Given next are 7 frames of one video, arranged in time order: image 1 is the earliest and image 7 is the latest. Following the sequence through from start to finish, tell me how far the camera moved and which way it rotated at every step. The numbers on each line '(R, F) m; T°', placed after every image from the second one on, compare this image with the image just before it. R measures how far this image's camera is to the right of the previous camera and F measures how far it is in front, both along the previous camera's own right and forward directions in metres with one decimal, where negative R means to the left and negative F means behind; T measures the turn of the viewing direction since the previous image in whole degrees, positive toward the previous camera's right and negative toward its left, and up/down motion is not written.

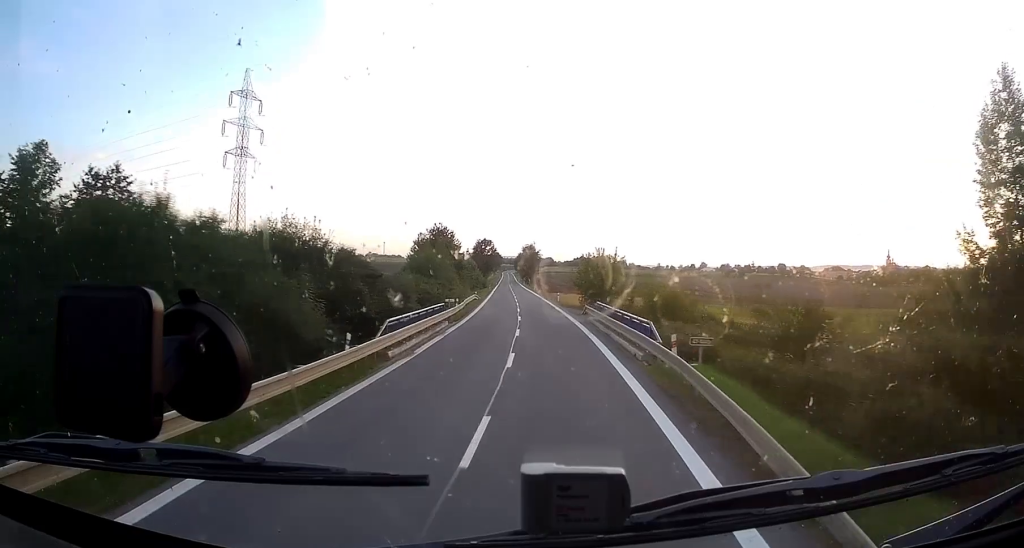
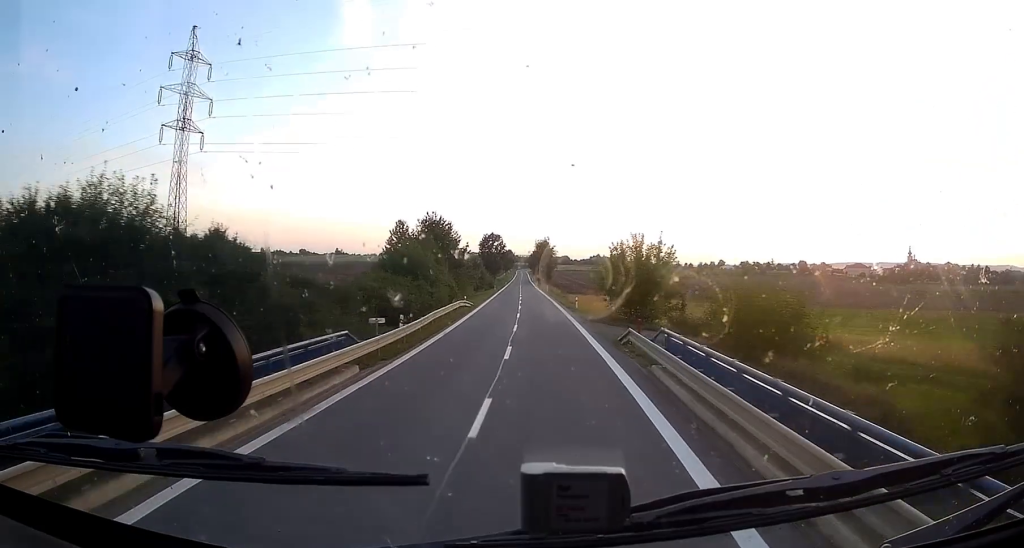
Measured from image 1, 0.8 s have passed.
(-0.1, +17.3) m; -1°
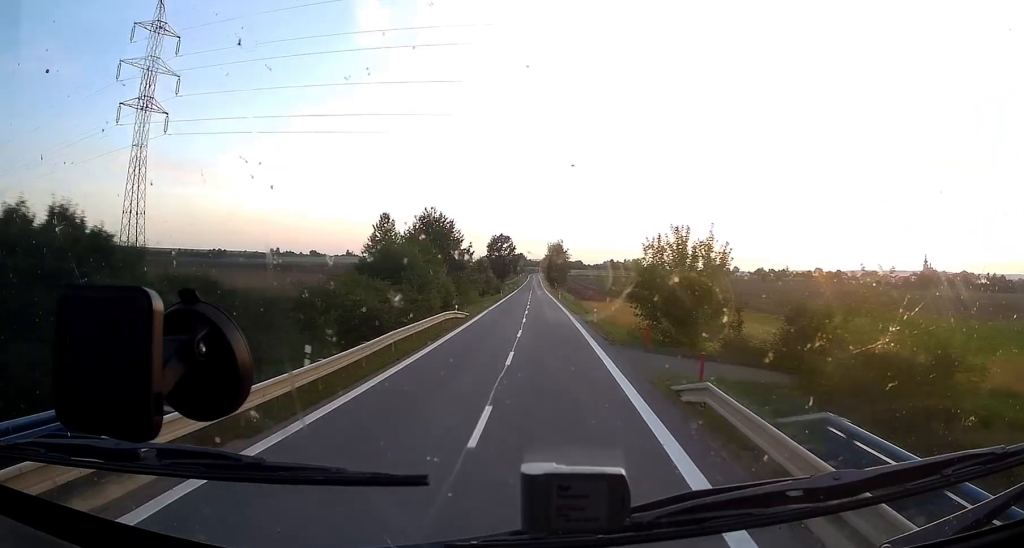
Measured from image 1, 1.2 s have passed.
(0.0, +9.5) m; -1°
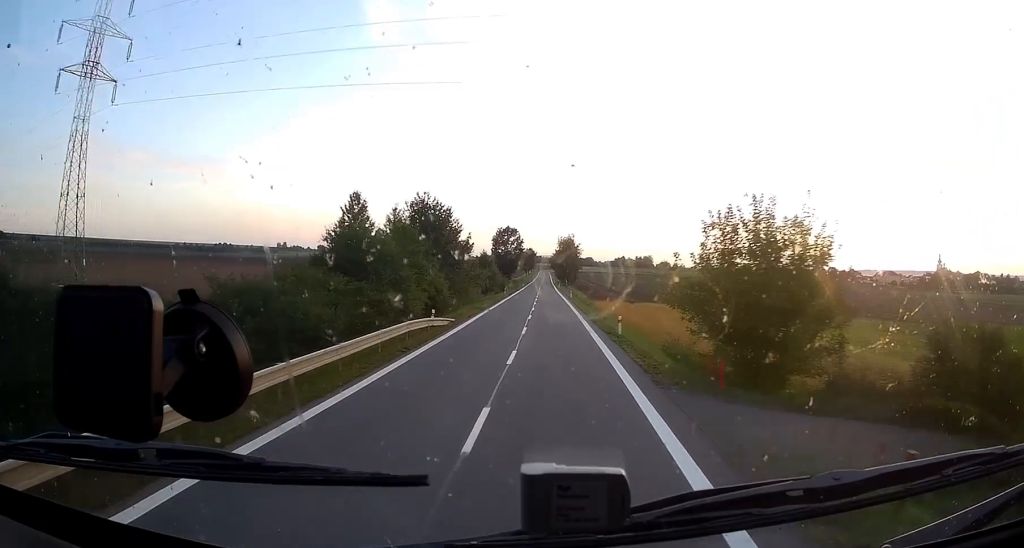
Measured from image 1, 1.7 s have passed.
(-0.2, +10.4) m; -1°
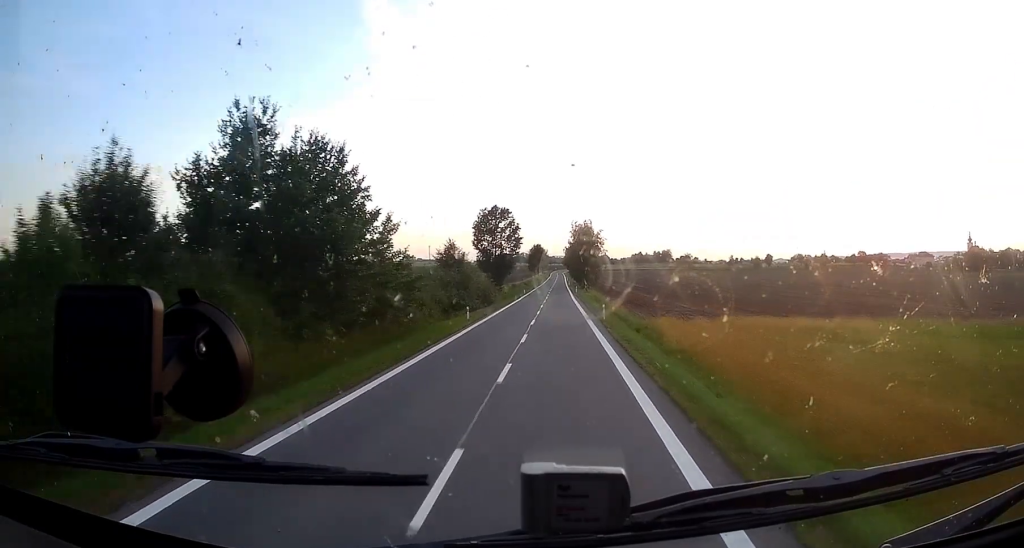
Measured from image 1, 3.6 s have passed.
(-0.8, +40.2) m; -2°
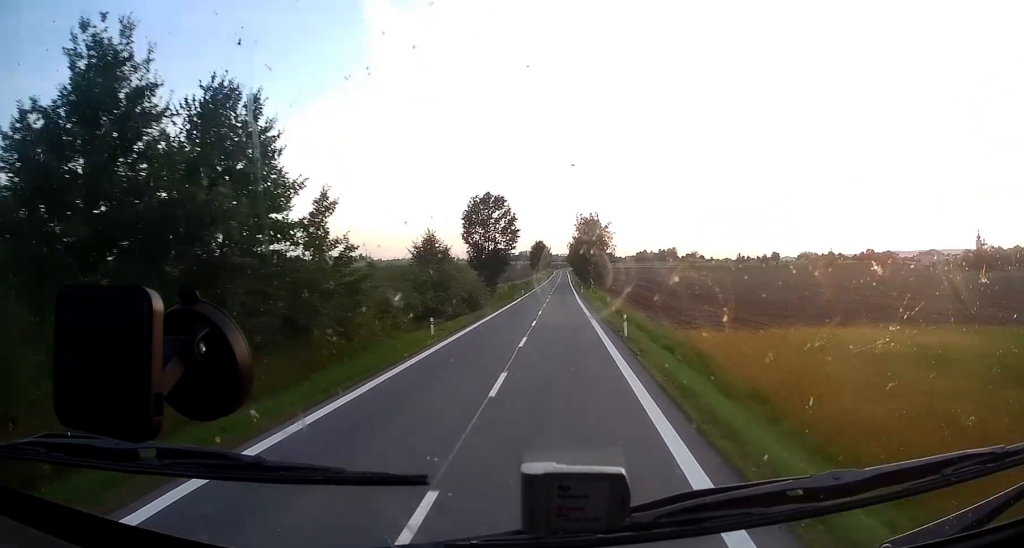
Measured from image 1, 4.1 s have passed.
(-0.3, +11.4) m; 0°
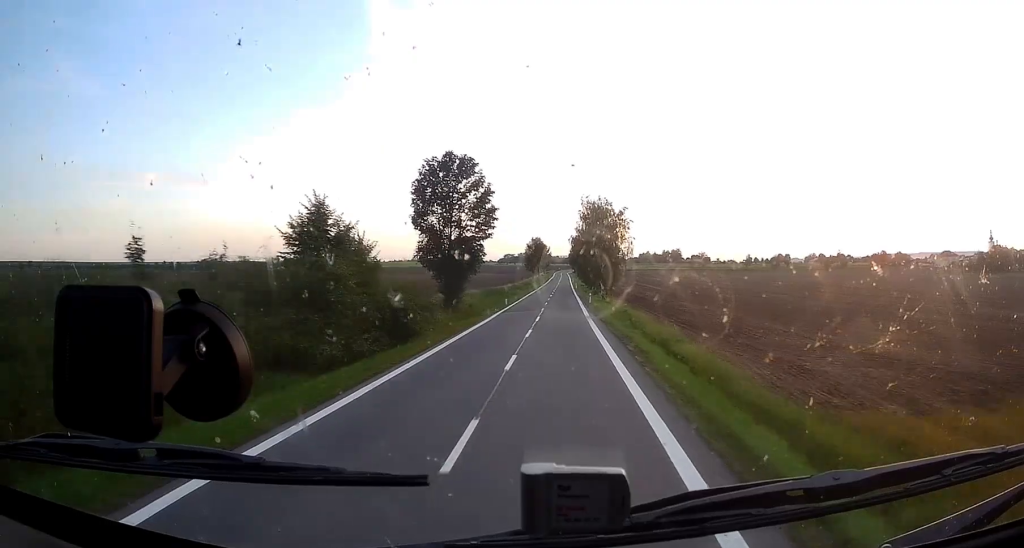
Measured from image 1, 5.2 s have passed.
(+0.6, +24.1) m; 0°
